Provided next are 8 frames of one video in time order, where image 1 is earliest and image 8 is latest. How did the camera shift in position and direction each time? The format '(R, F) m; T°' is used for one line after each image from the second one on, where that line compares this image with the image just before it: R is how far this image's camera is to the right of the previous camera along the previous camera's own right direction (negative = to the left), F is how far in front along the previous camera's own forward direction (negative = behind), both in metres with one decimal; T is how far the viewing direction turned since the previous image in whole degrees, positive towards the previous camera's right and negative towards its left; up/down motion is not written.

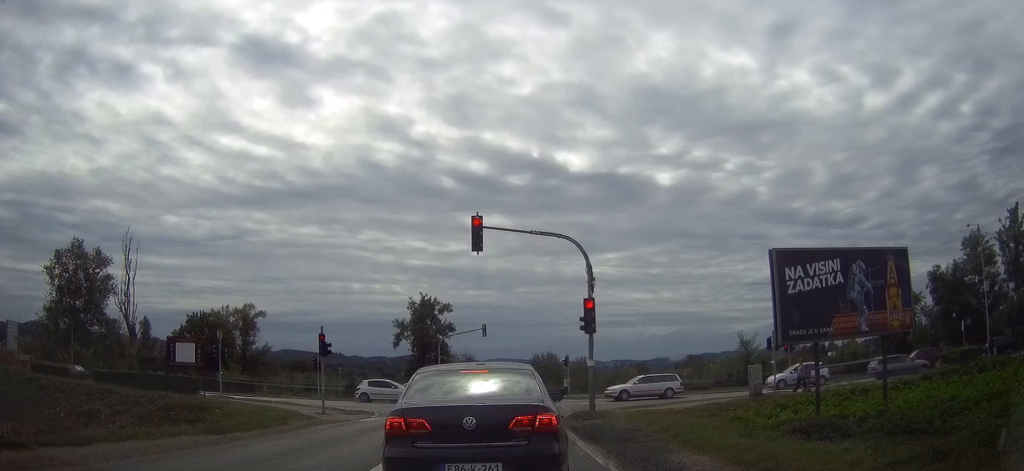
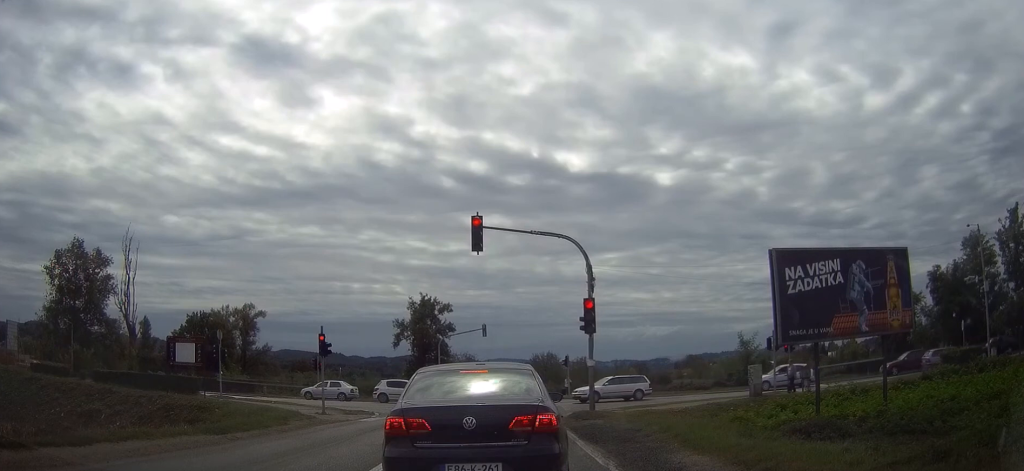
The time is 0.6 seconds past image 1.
(0.0, 0.0) m; 0°
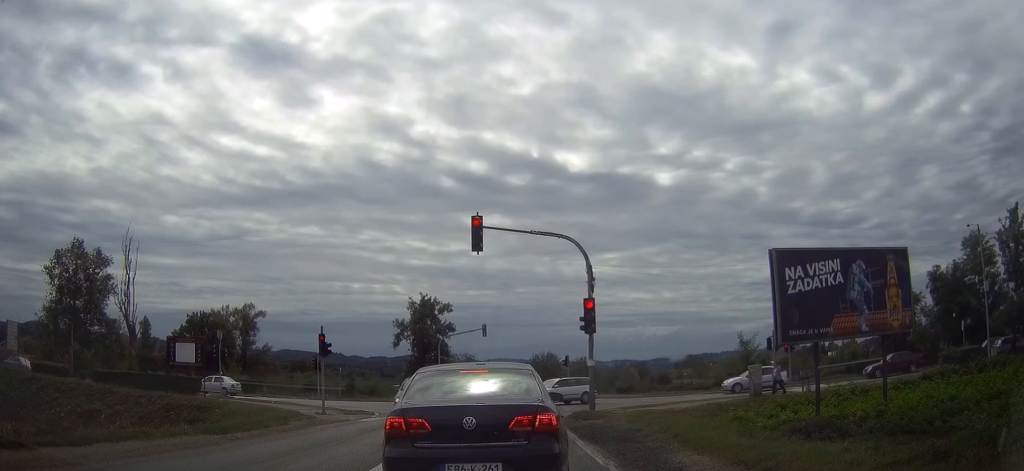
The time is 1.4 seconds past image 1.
(0.0, 0.0) m; 0°
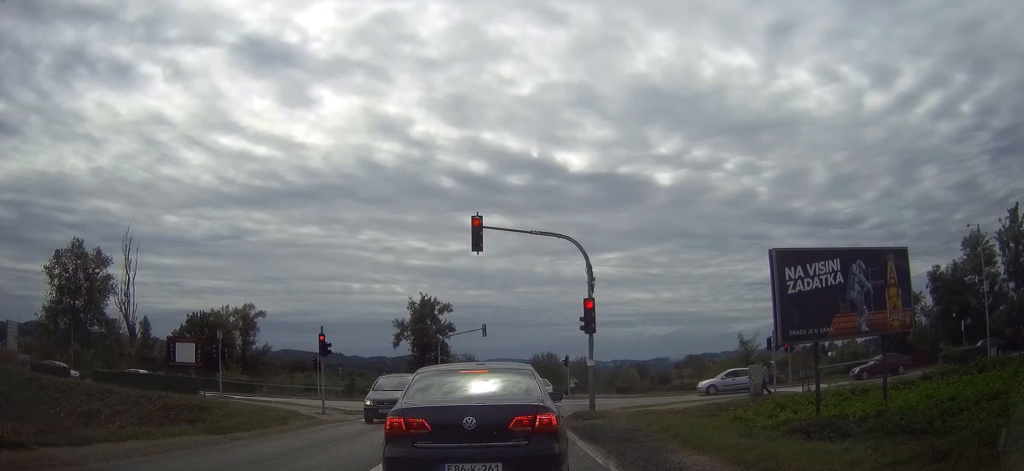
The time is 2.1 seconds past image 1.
(0.0, 0.0) m; 0°
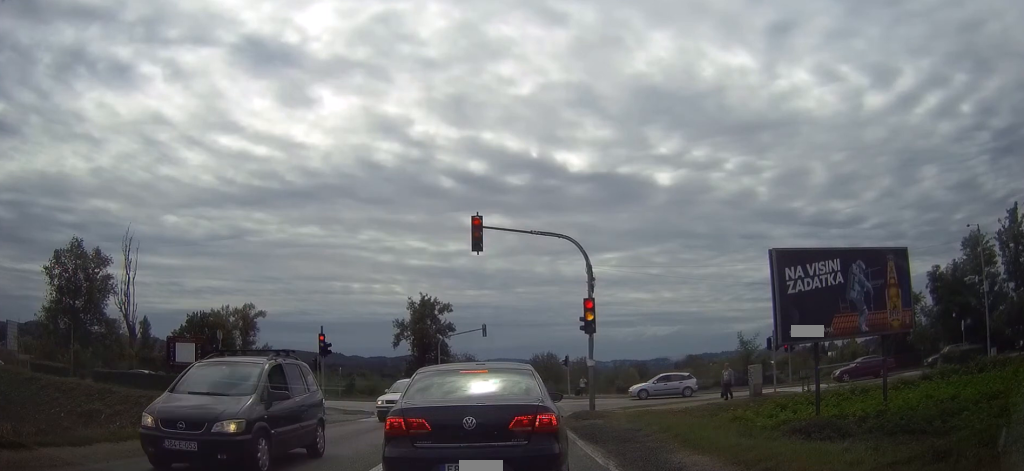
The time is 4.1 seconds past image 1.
(0.0, 0.0) m; 0°
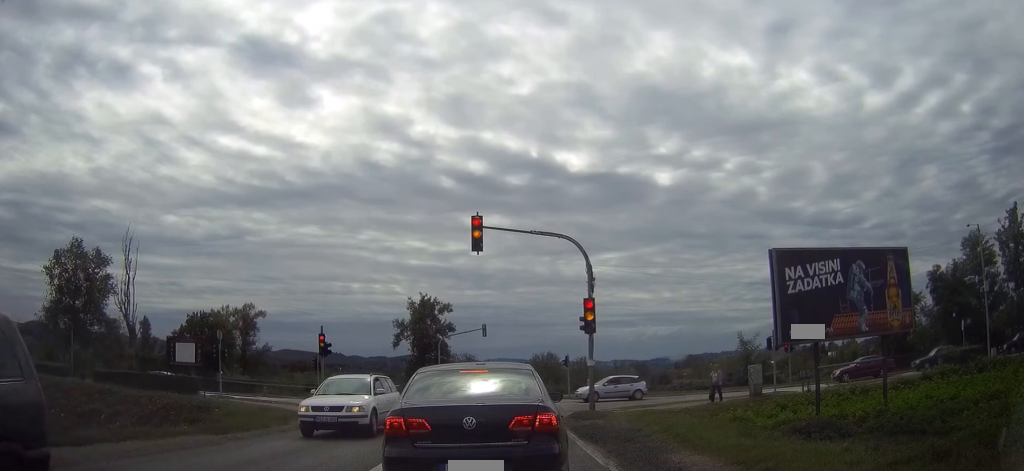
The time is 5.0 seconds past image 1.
(0.0, 0.0) m; 0°
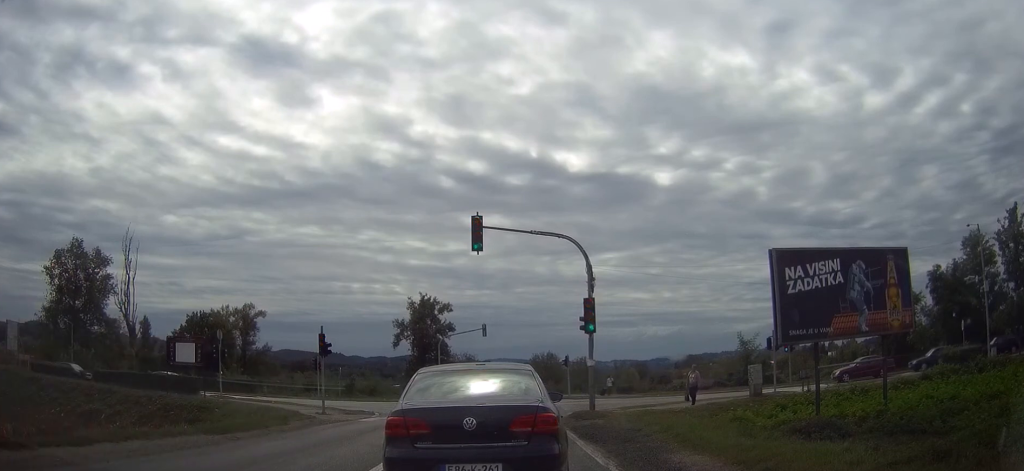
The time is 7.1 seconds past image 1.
(0.0, 0.0) m; 0°
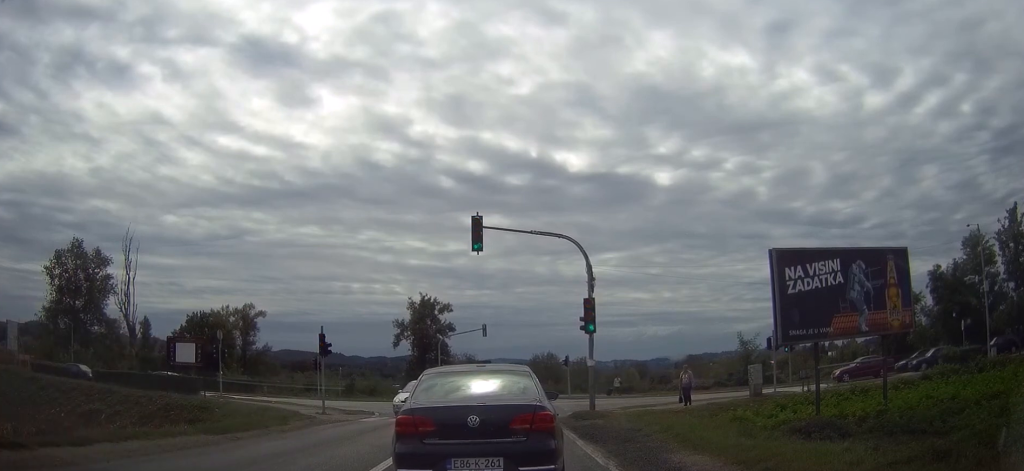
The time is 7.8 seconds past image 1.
(0.0, 0.0) m; 0°
